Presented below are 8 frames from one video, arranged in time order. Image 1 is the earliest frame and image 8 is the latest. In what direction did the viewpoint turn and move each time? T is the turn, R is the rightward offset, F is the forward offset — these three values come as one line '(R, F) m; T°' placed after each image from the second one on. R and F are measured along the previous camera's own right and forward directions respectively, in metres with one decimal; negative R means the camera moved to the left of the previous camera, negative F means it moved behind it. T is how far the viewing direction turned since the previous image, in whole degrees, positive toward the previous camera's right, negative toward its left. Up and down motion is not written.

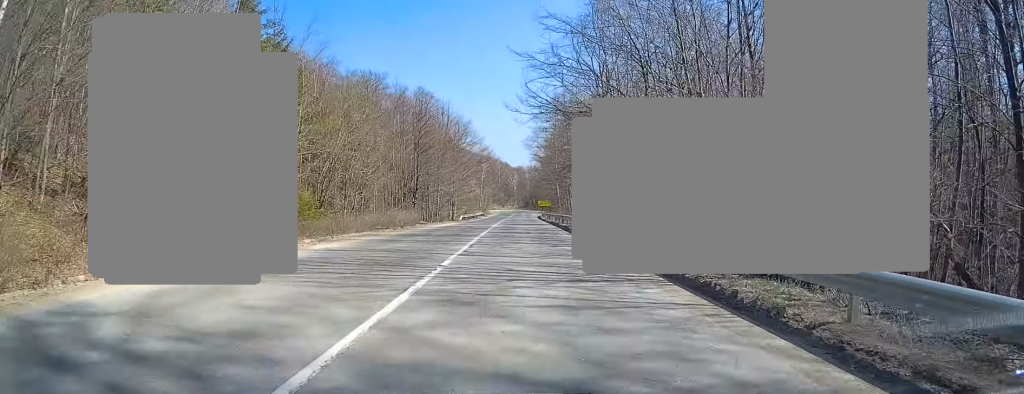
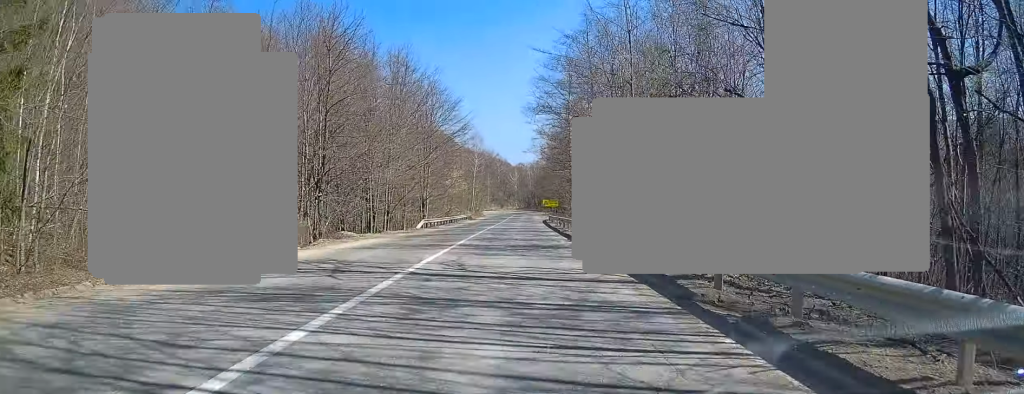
(+0.9, +27.5) m; +2°
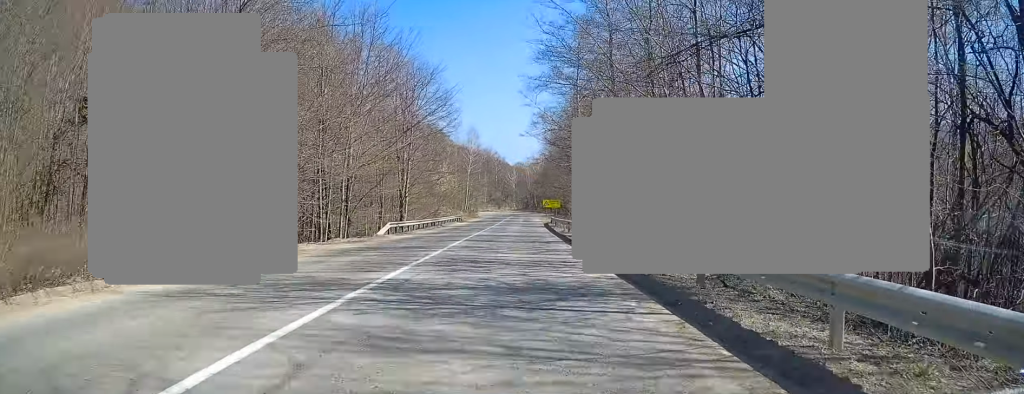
(-0.1, +10.8) m; 0°
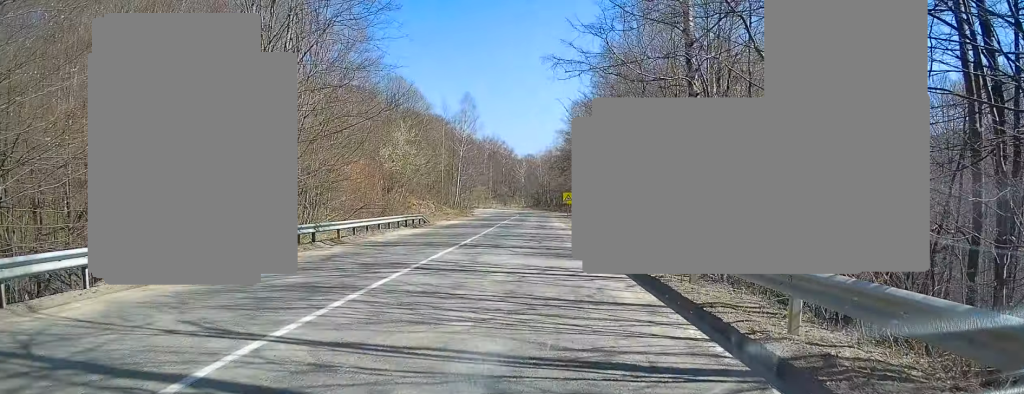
(-0.5, +31.5) m; -1°
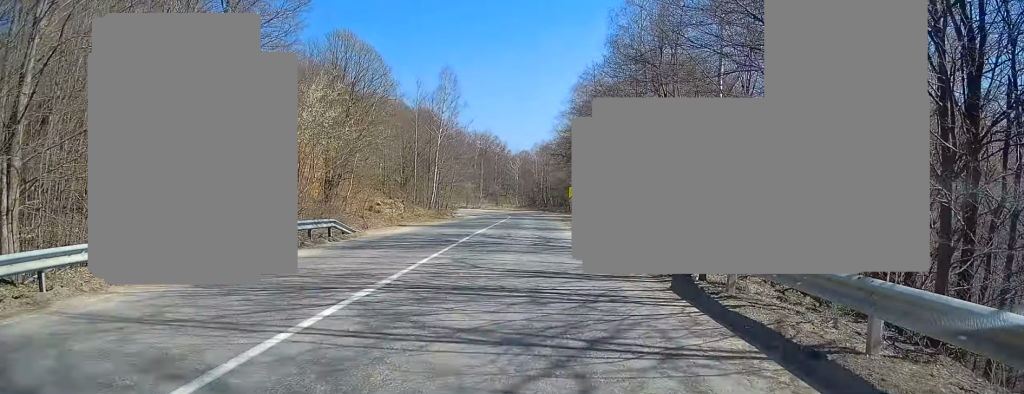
(0.0, +16.7) m; +1°
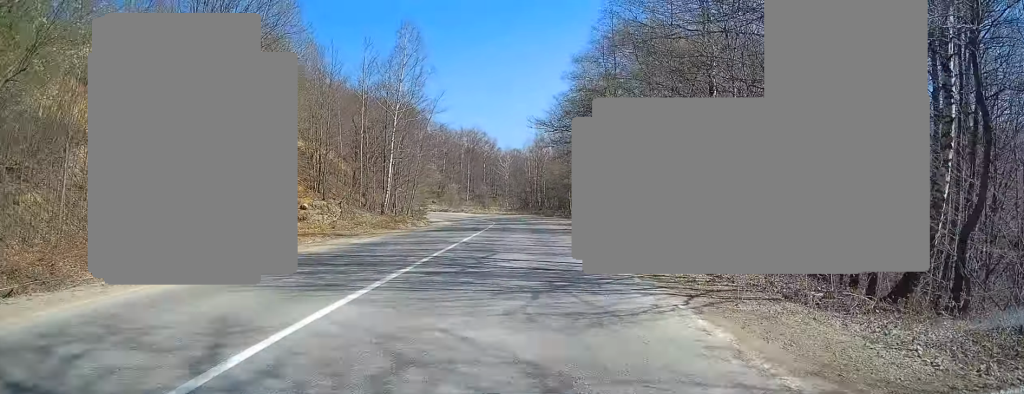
(+0.2, +19.2) m; 0°
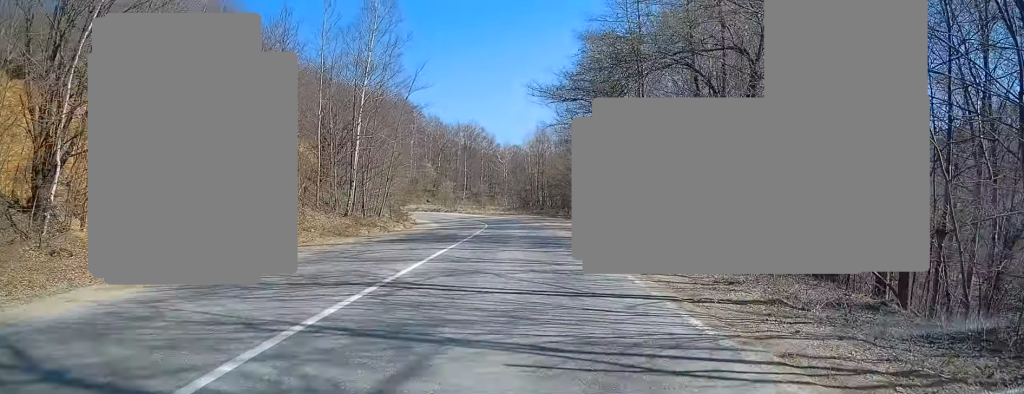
(+0.1, +10.2) m; 0°
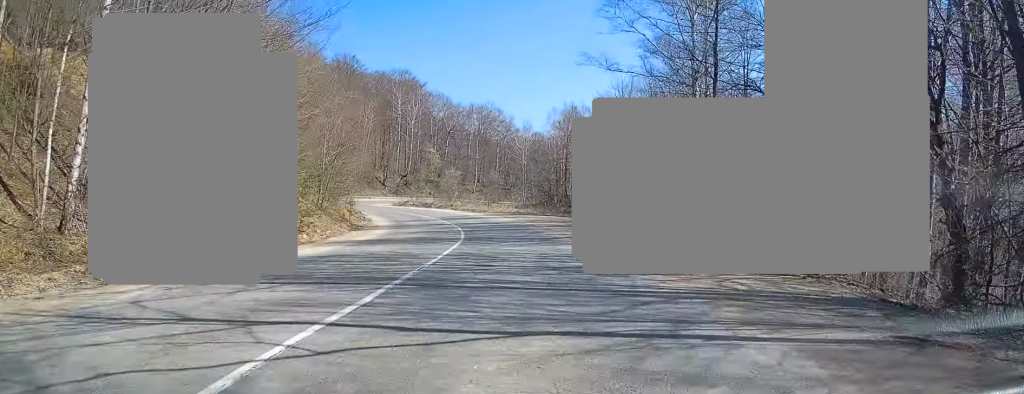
(-0.6, +26.9) m; -3°
